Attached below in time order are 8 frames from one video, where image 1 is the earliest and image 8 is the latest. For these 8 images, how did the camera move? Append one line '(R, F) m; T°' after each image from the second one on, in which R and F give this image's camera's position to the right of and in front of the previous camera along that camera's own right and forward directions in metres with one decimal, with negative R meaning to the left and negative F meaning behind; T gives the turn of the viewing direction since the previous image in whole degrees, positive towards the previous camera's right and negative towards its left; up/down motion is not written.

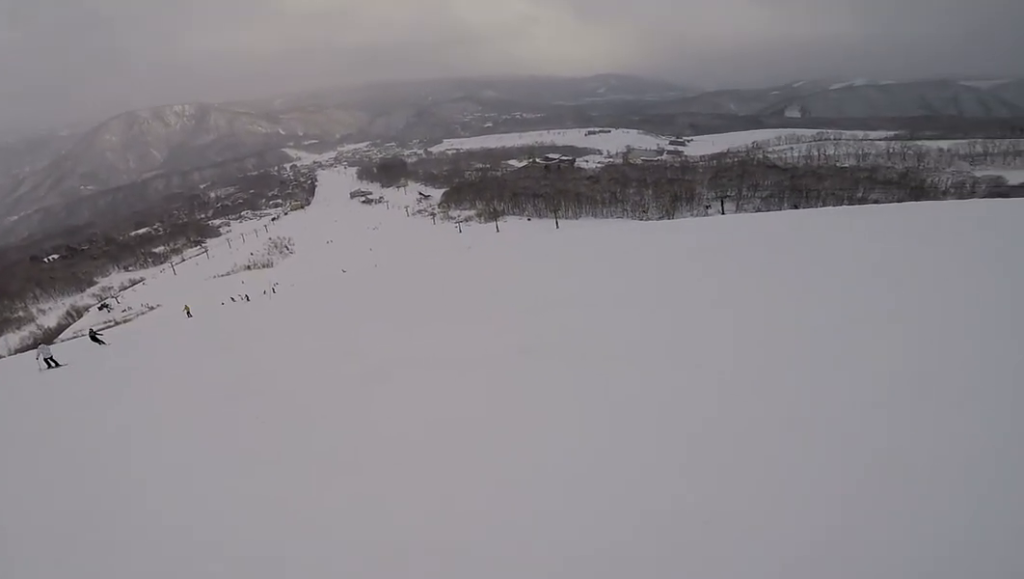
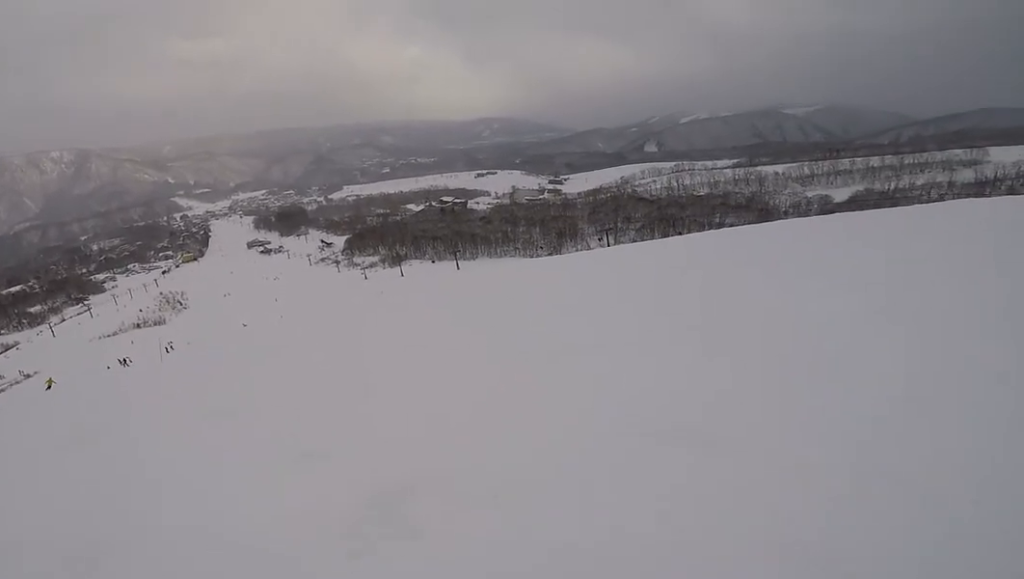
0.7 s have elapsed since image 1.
(+0.6, +2.6) m; +24°
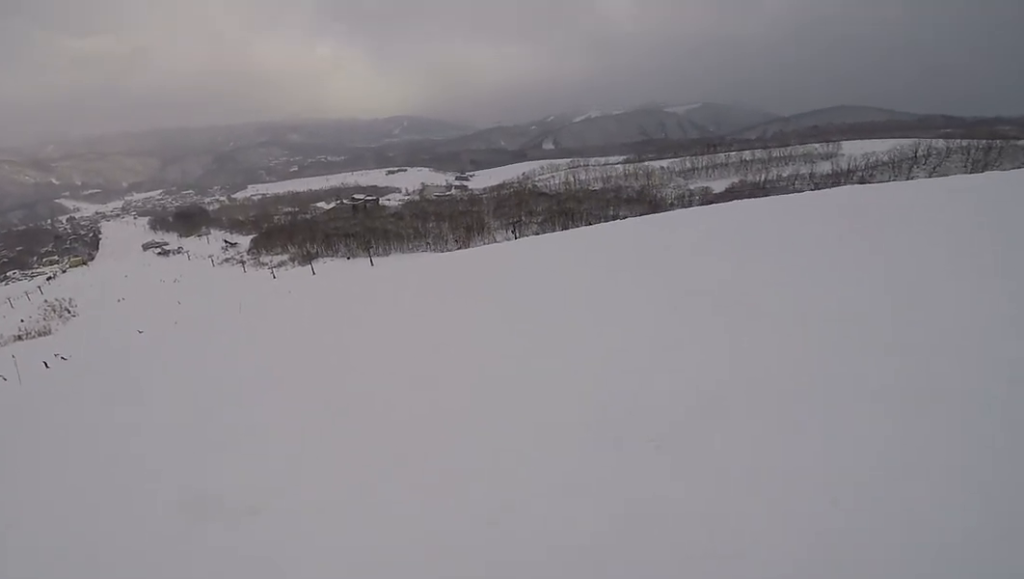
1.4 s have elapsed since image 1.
(+0.4, +3.0) m; +19°
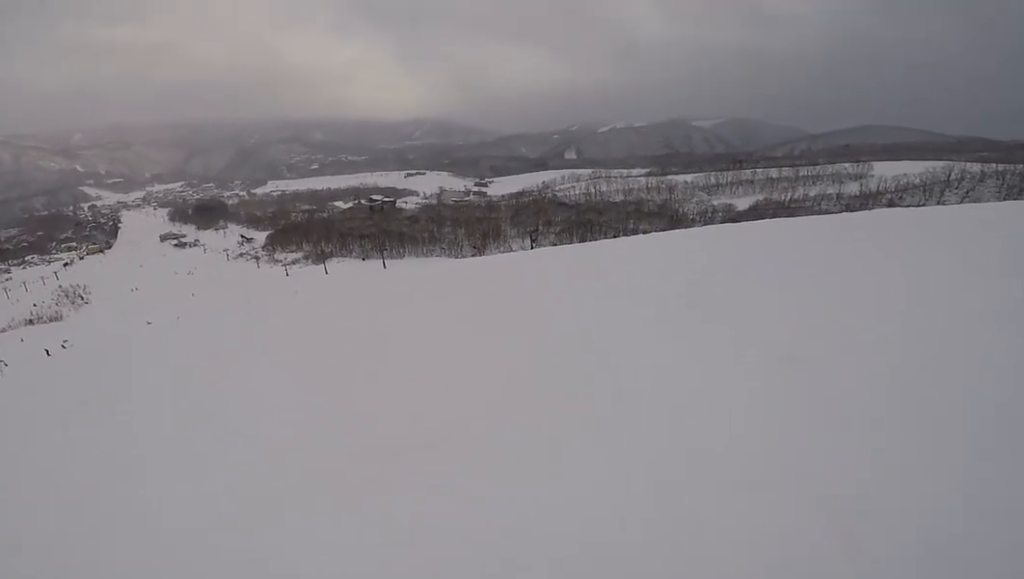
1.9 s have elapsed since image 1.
(+0.5, +1.9) m; +3°
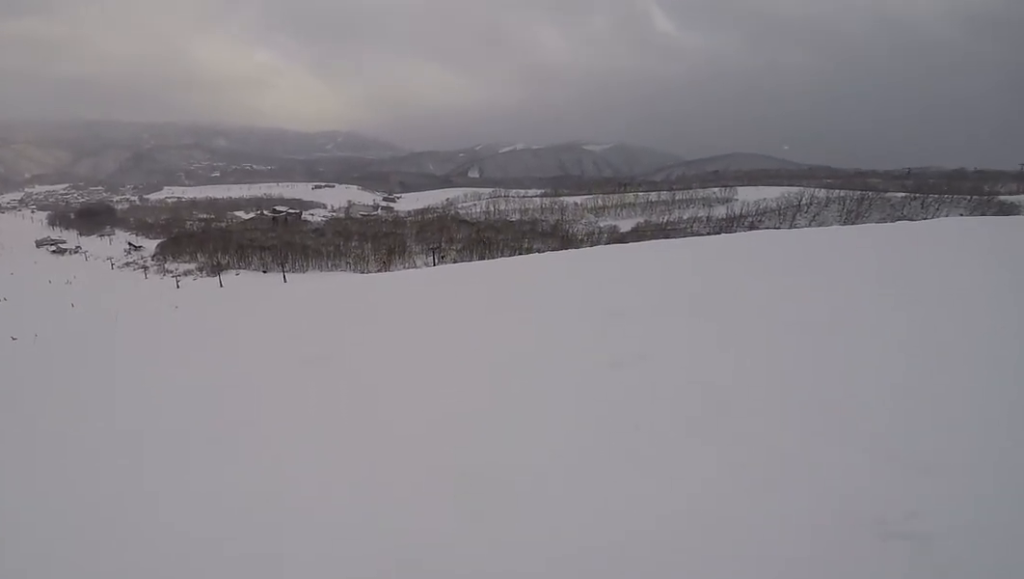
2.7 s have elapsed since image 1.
(+0.2, +3.1) m; -4°
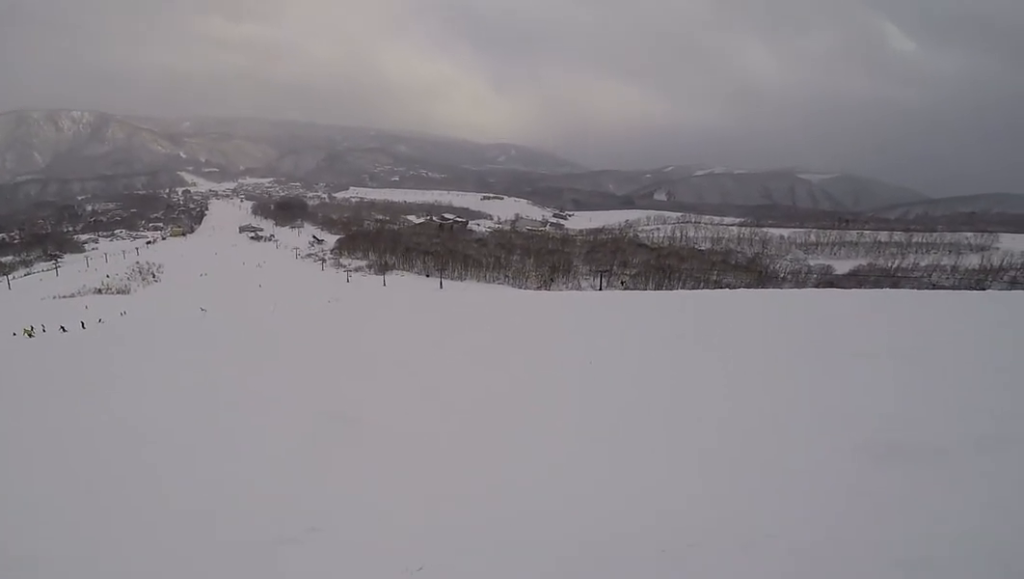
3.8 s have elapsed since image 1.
(-0.8, +4.1) m; -26°
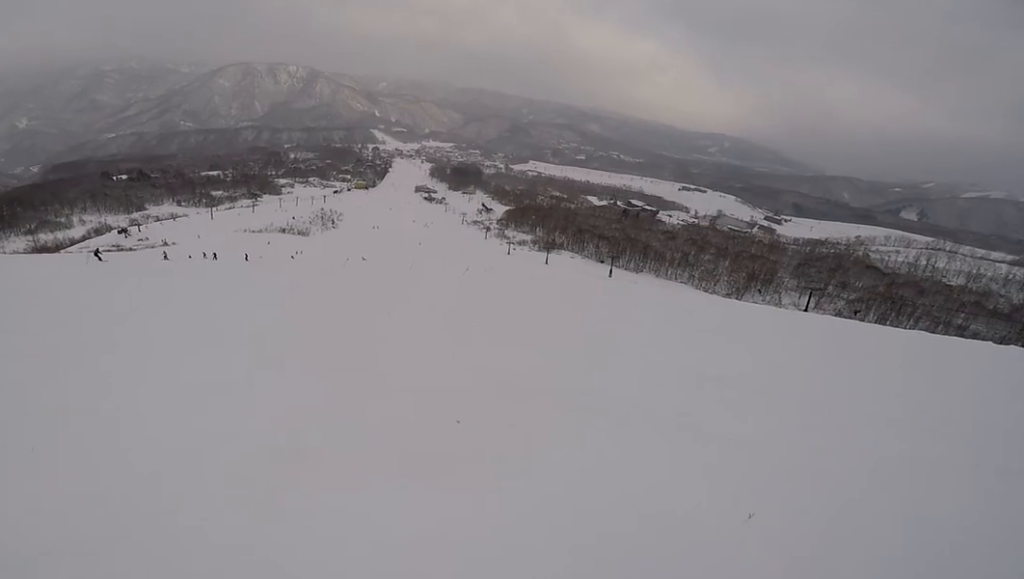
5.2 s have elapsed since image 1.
(-1.7, +4.6) m; -52°
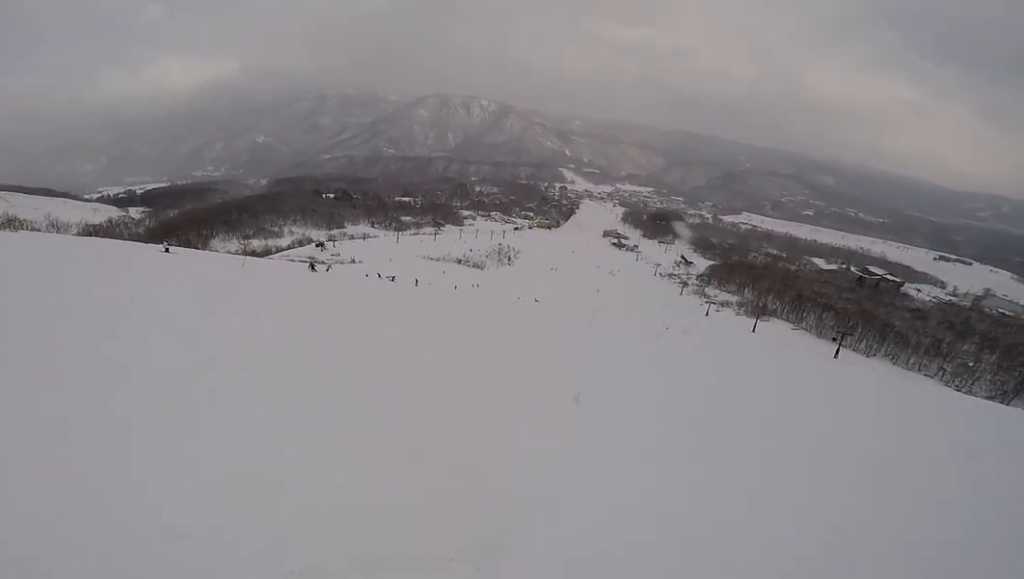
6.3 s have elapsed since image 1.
(-1.7, +4.5) m; -24°
